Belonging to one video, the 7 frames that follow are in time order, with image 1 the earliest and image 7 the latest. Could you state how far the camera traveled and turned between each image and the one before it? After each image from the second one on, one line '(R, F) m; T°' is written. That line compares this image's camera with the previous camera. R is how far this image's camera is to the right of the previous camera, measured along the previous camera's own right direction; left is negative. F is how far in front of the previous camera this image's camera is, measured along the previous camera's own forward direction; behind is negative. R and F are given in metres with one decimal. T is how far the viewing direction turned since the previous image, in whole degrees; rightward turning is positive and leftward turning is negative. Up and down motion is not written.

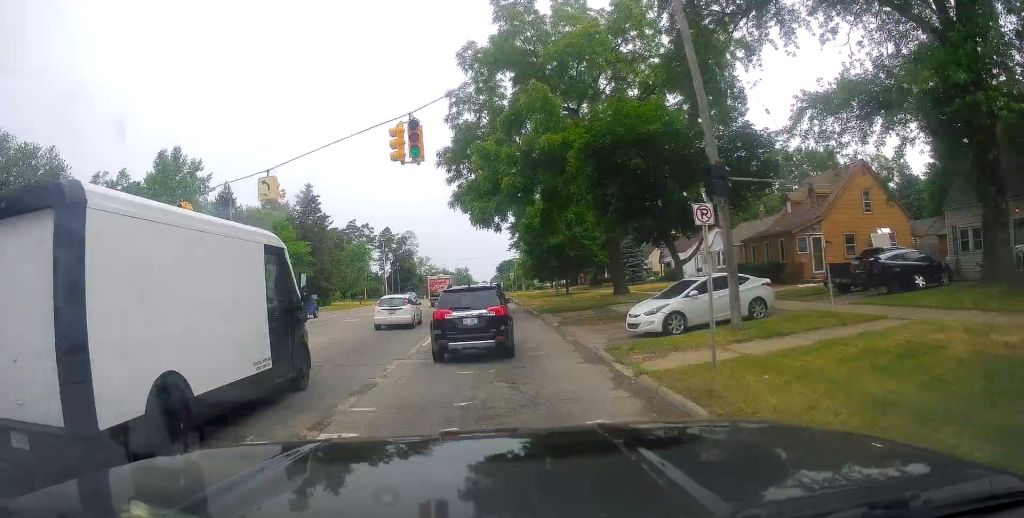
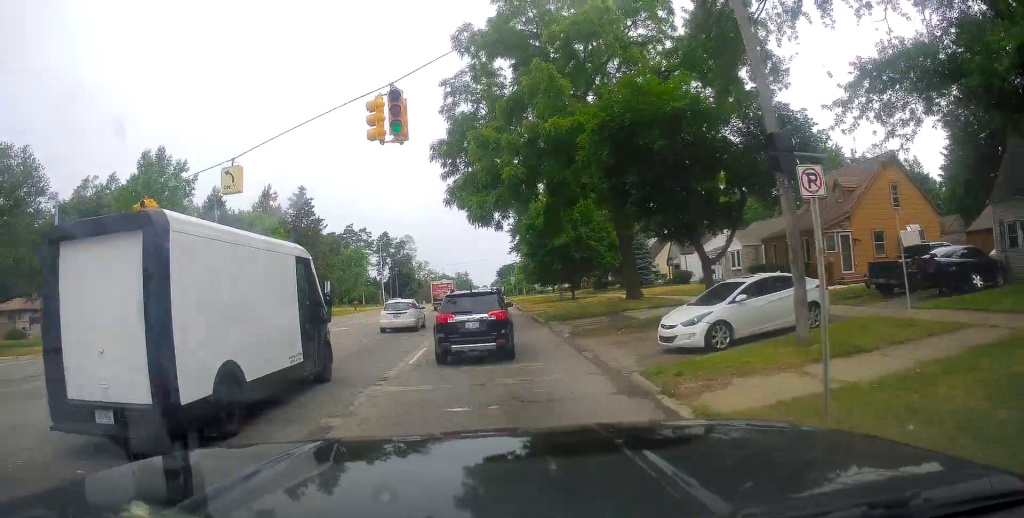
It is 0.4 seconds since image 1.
(+0.1, +2.8) m; +3°
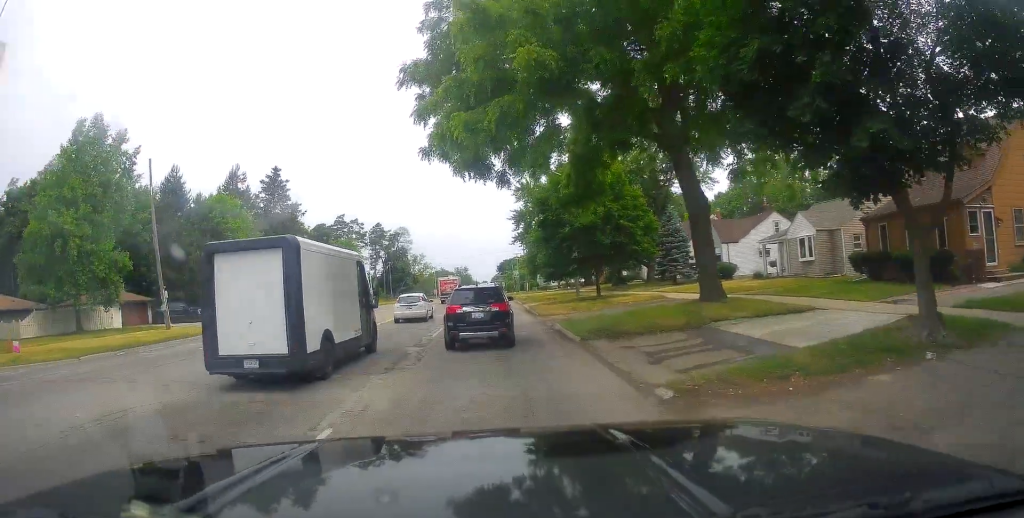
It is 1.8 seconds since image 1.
(+0.1, +10.5) m; 0°
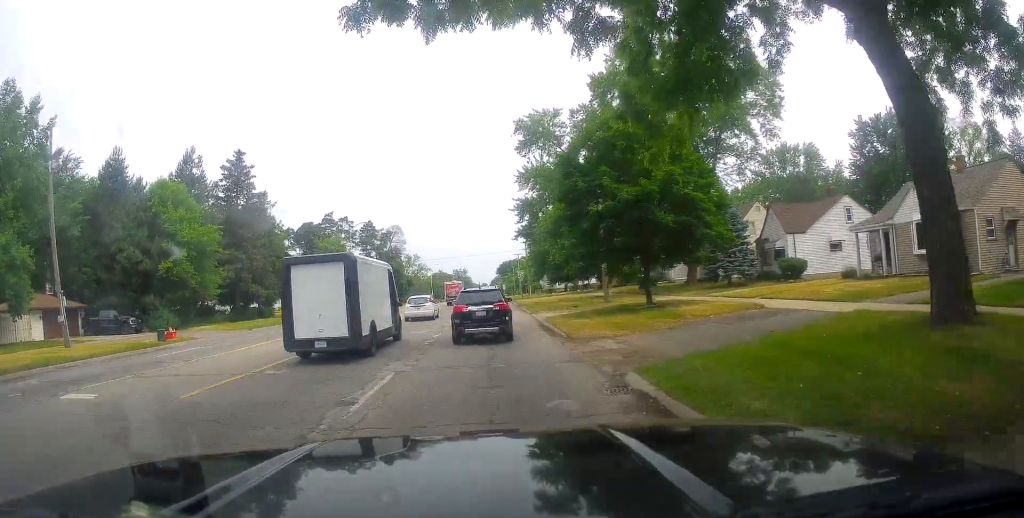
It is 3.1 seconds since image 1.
(0.0, +11.4) m; -4°
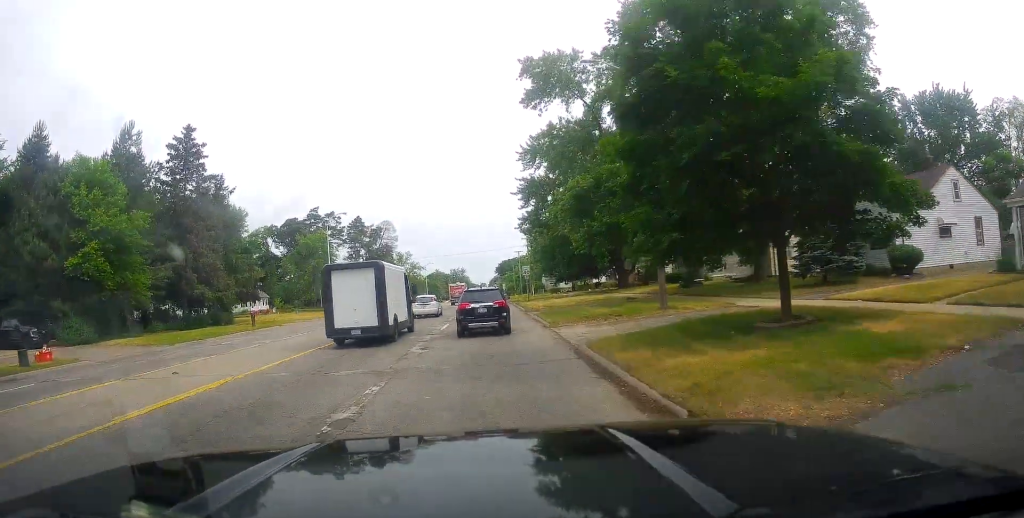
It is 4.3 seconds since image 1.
(-0.8, +11.2) m; -1°
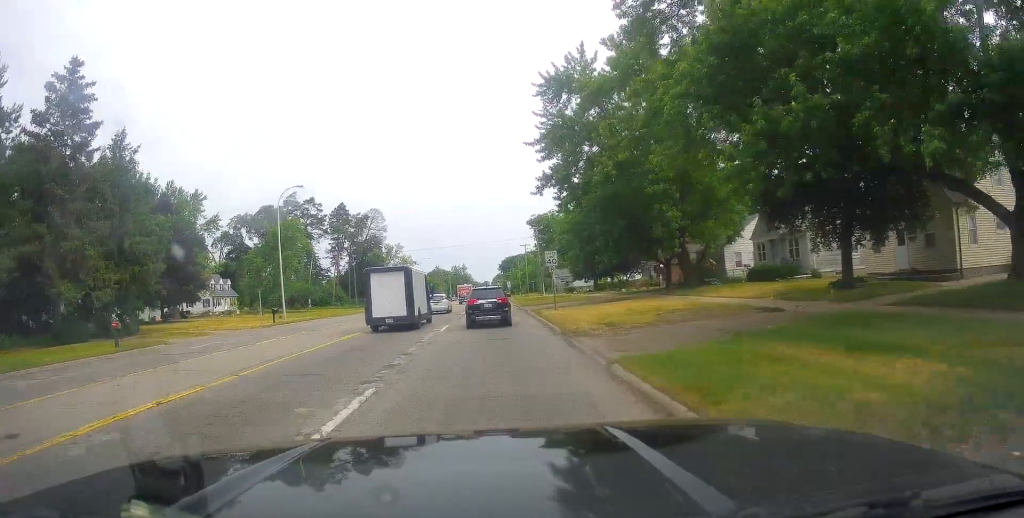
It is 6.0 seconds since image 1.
(+1.4, +17.8) m; +3°
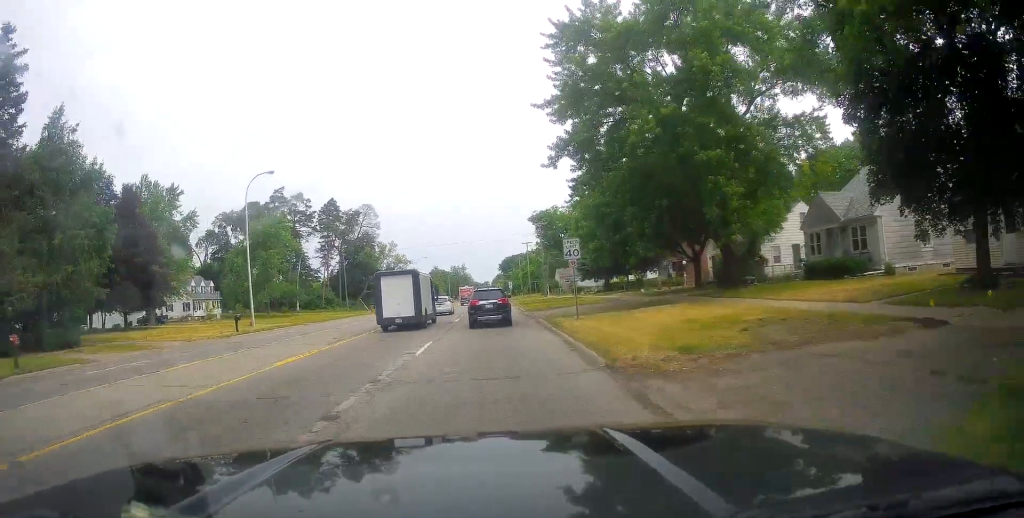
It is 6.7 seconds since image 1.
(-0.1, +7.4) m; -1°
